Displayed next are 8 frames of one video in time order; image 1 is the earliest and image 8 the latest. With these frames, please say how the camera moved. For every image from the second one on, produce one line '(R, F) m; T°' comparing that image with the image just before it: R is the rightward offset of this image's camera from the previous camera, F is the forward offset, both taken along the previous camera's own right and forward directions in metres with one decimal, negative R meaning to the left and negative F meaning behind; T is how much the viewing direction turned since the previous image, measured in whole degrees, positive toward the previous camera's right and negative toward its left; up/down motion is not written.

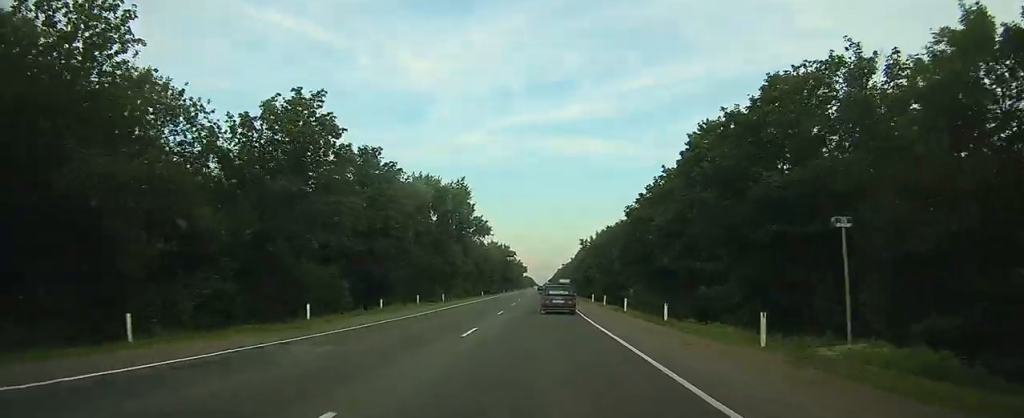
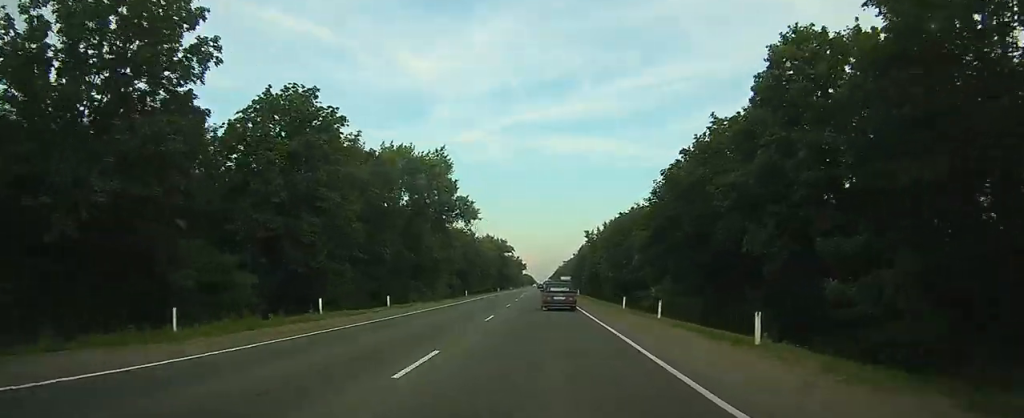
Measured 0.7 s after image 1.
(+0.1, +18.8) m; 0°
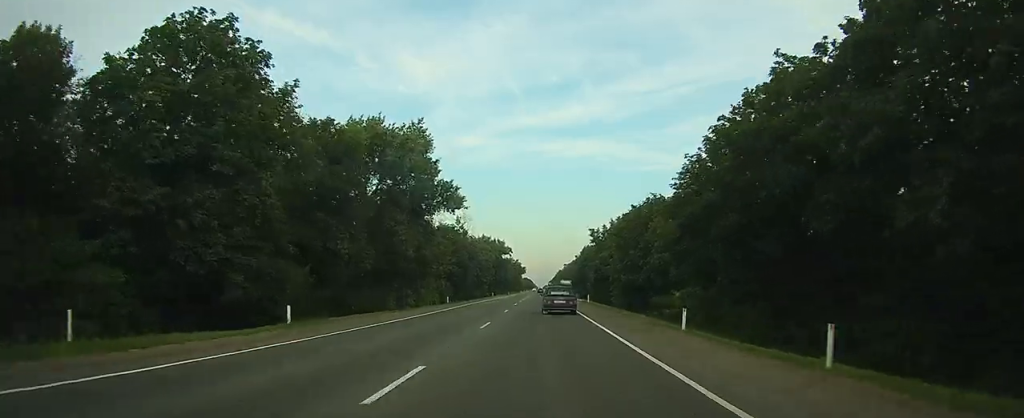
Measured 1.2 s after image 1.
(0.0, +13.4) m; 0°
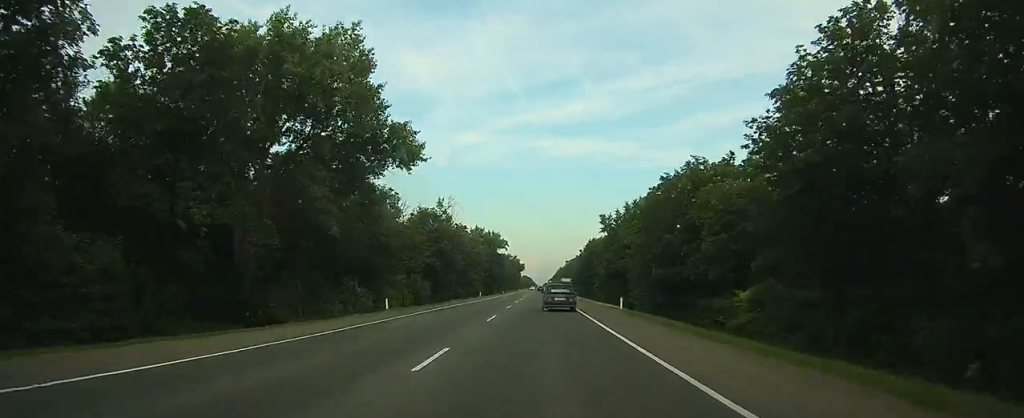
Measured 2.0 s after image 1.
(0.0, +21.5) m; 0°
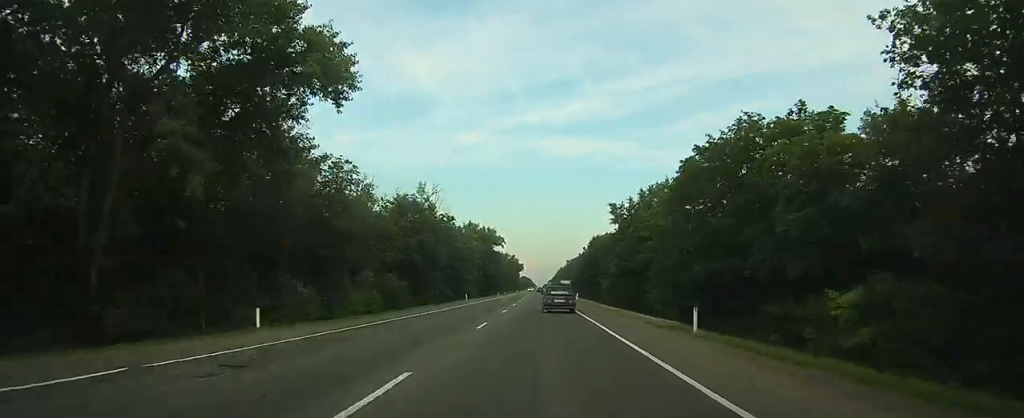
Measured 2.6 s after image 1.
(0.0, +15.3) m; 0°
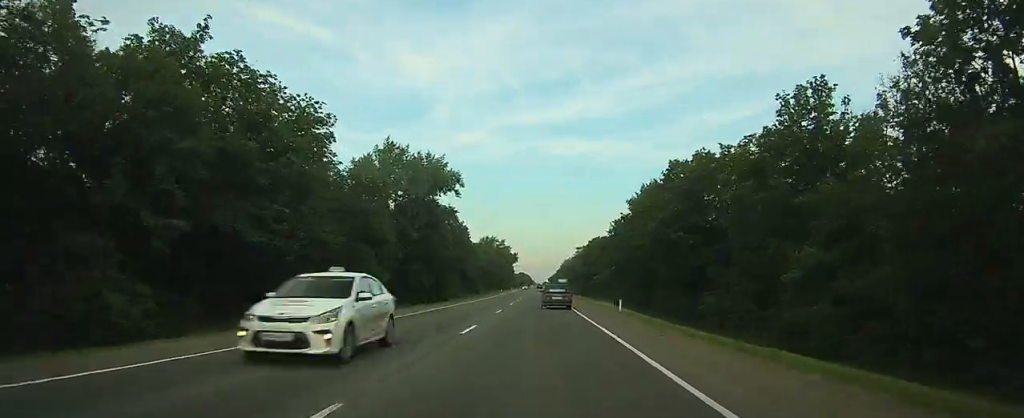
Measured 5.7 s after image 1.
(+0.1, +86.1) m; 0°
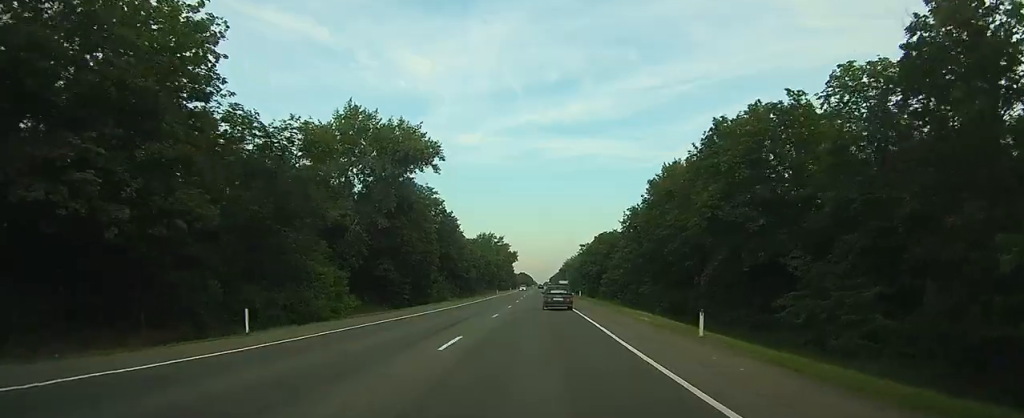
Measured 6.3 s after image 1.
(0.0, +15.6) m; 0°
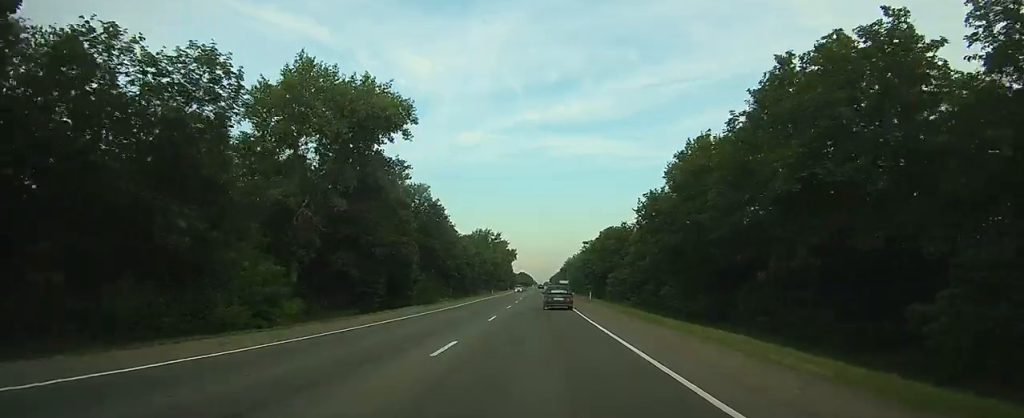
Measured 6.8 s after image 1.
(0.0, +12.9) m; 0°
